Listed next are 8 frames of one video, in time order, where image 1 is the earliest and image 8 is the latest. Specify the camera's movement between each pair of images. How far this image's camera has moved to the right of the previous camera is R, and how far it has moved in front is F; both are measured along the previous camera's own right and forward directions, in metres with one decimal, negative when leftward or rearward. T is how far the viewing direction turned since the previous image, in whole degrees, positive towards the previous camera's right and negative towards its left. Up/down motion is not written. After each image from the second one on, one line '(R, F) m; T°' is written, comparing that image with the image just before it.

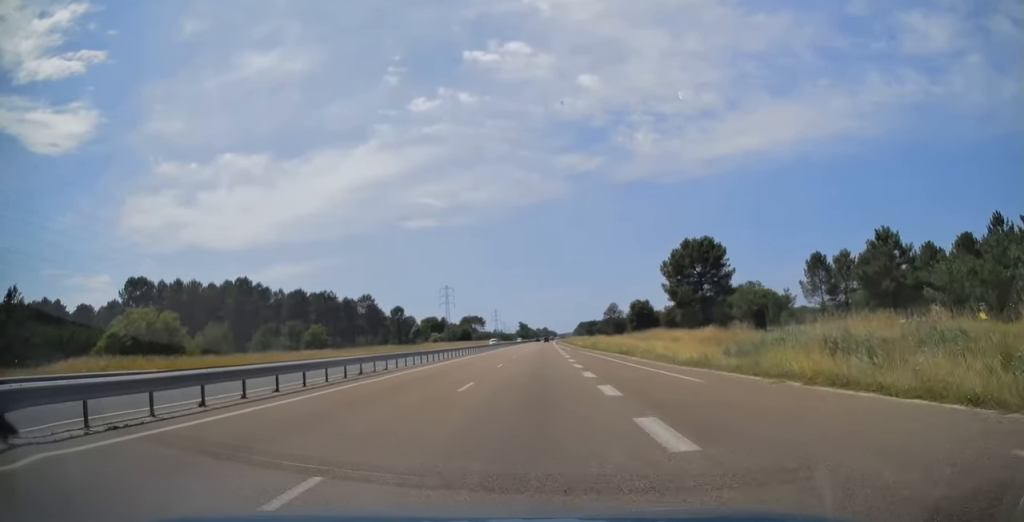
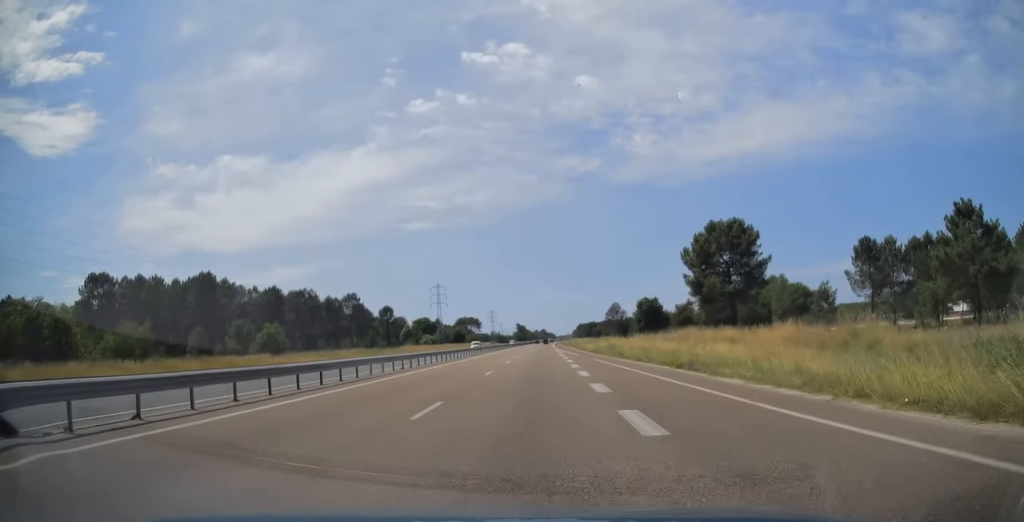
(+0.1, +18.2) m; 0°
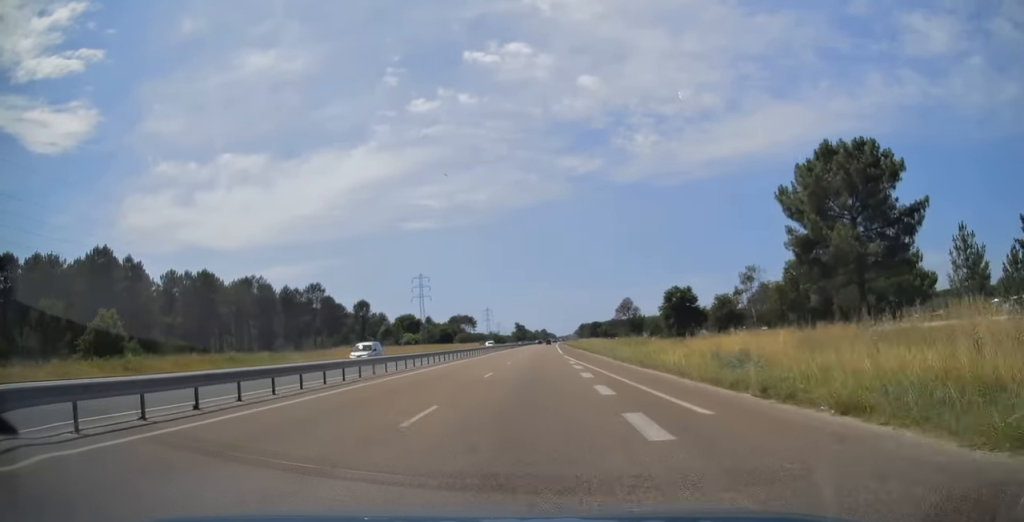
(+0.3, +39.7) m; +1°
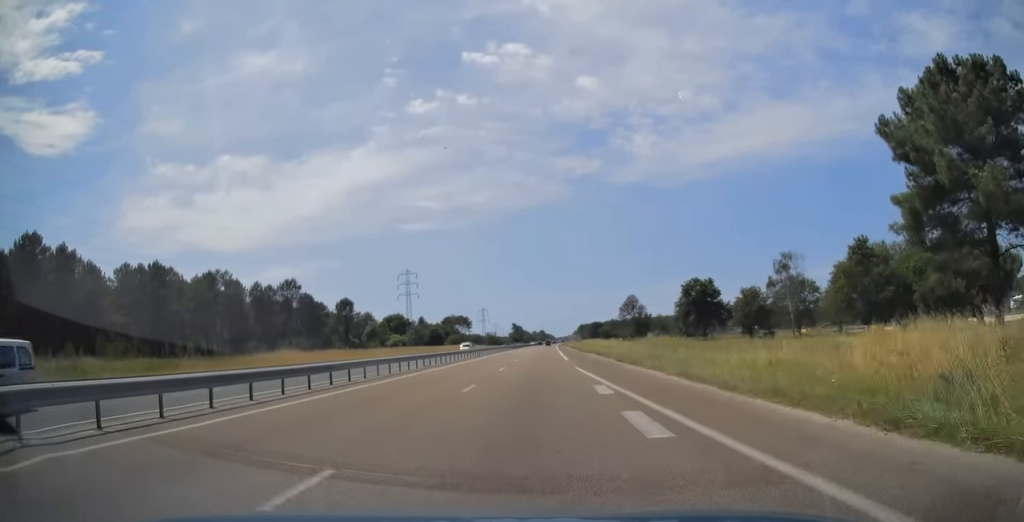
(+0.3, +19.3) m; 0°
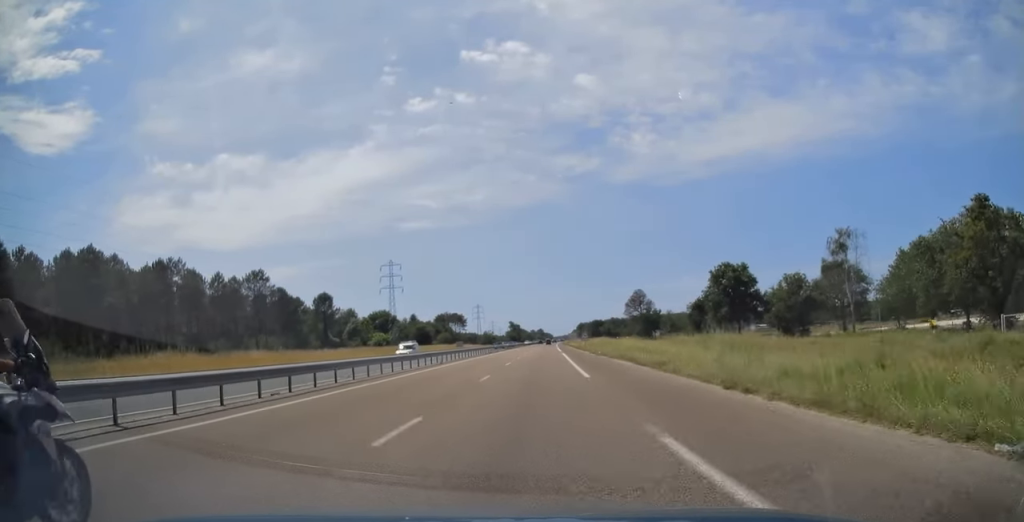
(-0.3, +21.5) m; -1°
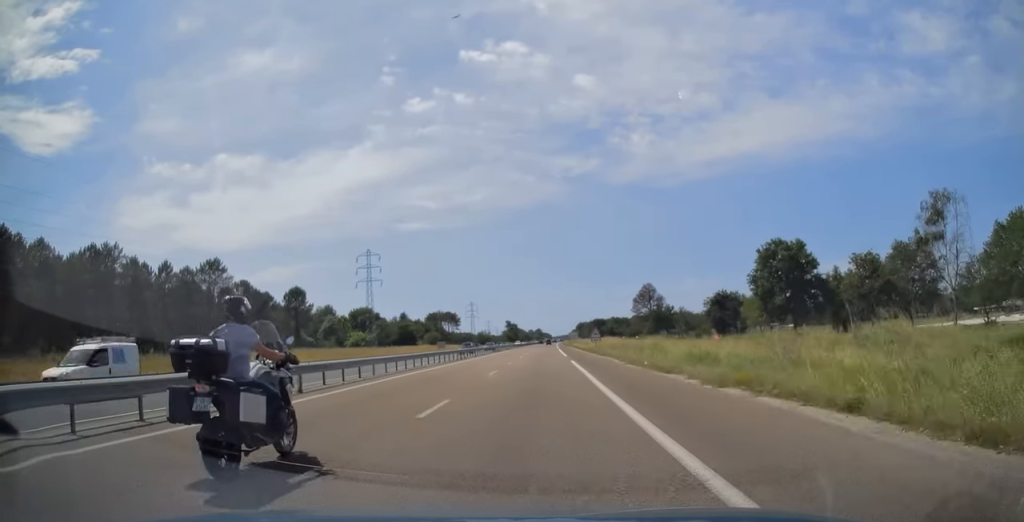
(-0.1, +23.1) m; 0°
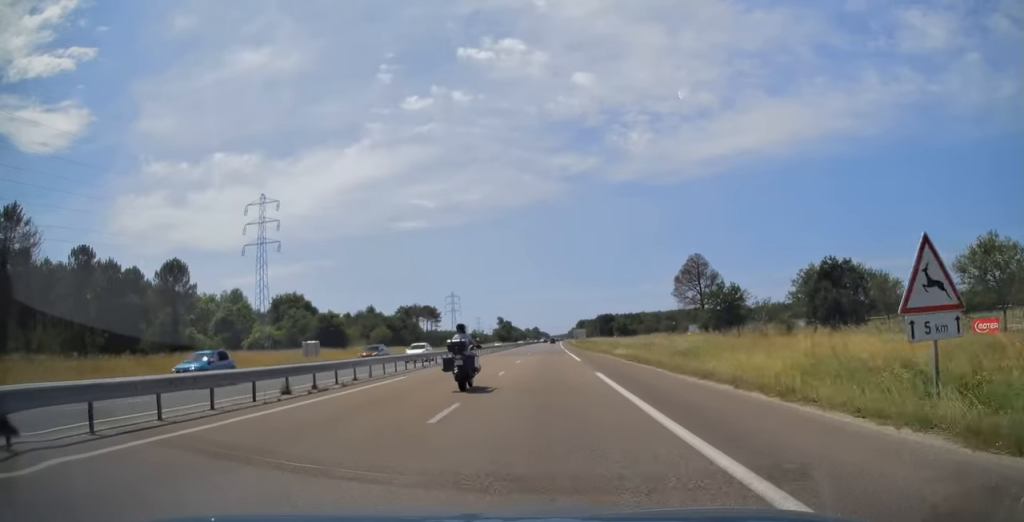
(+0.5, +65.4) m; 0°
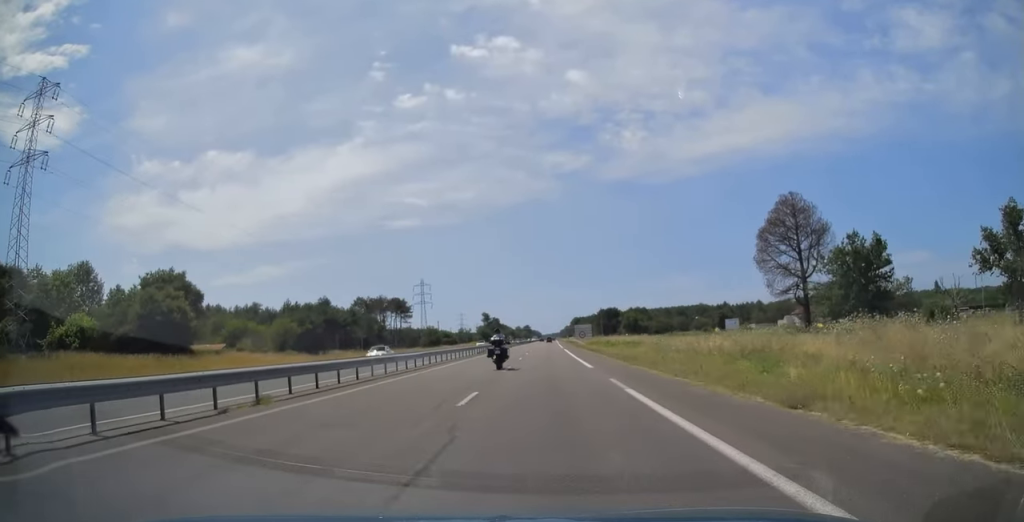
(+0.3, +55.8) m; +1°
